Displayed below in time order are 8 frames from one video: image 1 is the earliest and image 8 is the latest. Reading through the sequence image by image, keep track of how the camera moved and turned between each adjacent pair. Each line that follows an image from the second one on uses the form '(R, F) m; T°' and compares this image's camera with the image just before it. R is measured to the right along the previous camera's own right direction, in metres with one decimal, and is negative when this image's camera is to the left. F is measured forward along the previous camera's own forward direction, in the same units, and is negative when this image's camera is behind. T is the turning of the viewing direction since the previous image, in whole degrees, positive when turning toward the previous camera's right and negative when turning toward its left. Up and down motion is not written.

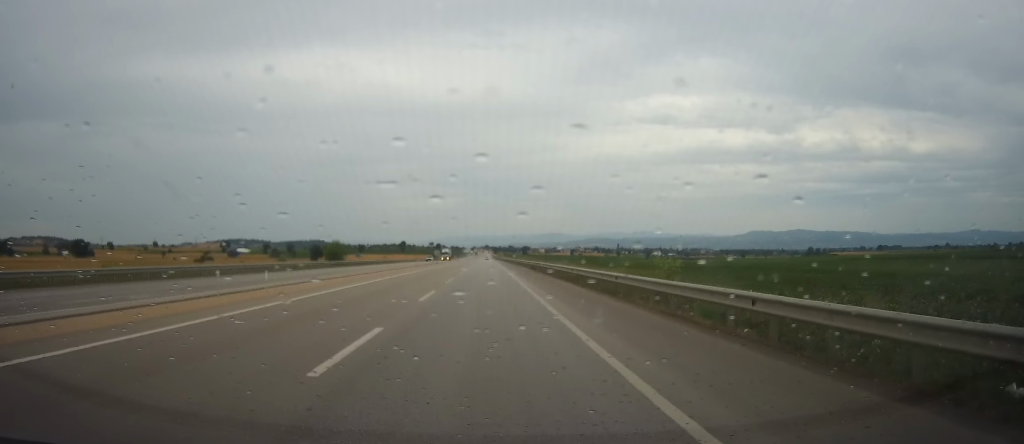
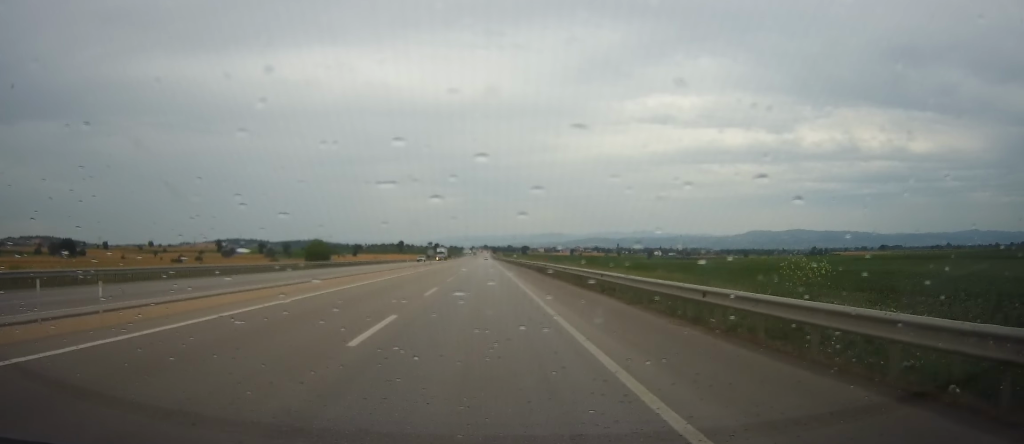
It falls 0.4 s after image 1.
(0.0, +10.0) m; 0°
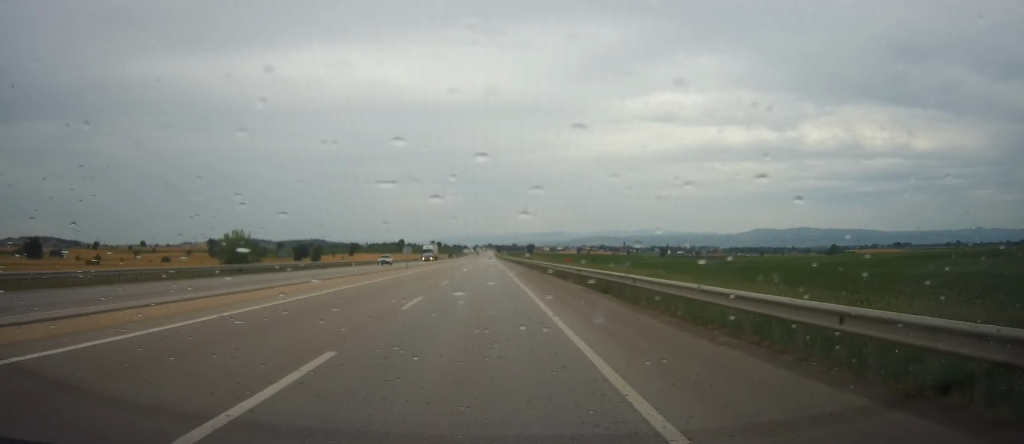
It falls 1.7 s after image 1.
(+0.3, +29.1) m; +1°
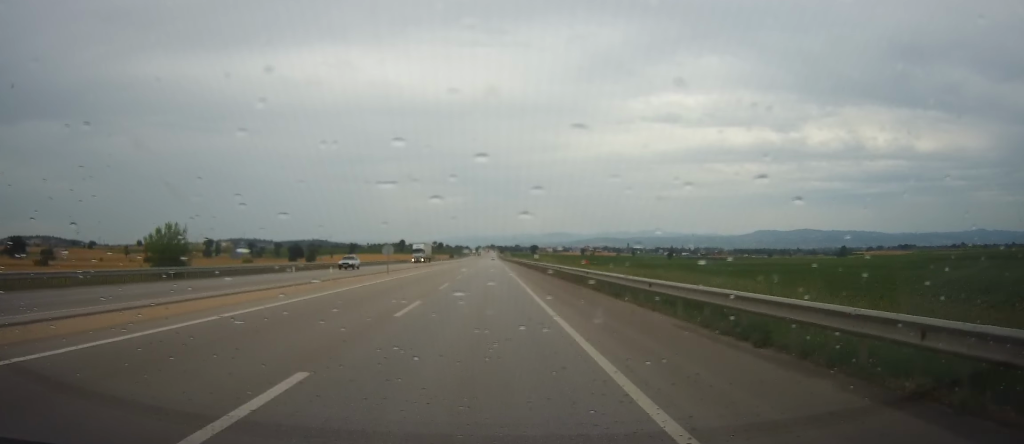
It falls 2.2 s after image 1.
(0.0, +13.5) m; 0°
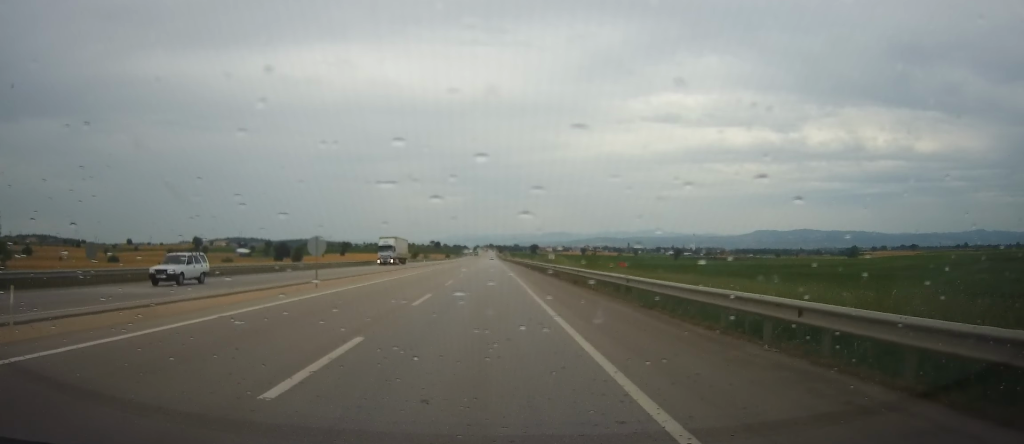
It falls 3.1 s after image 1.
(0.0, +20.7) m; 0°
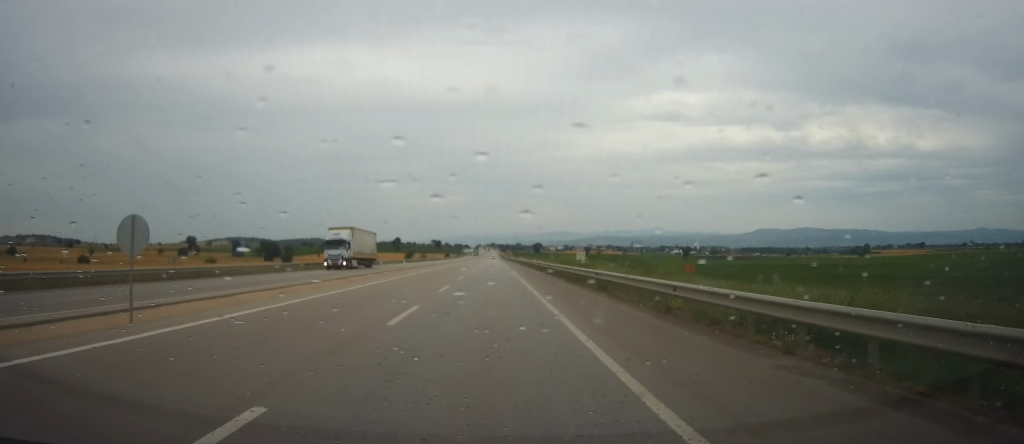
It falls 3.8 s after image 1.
(0.0, +16.6) m; 0°
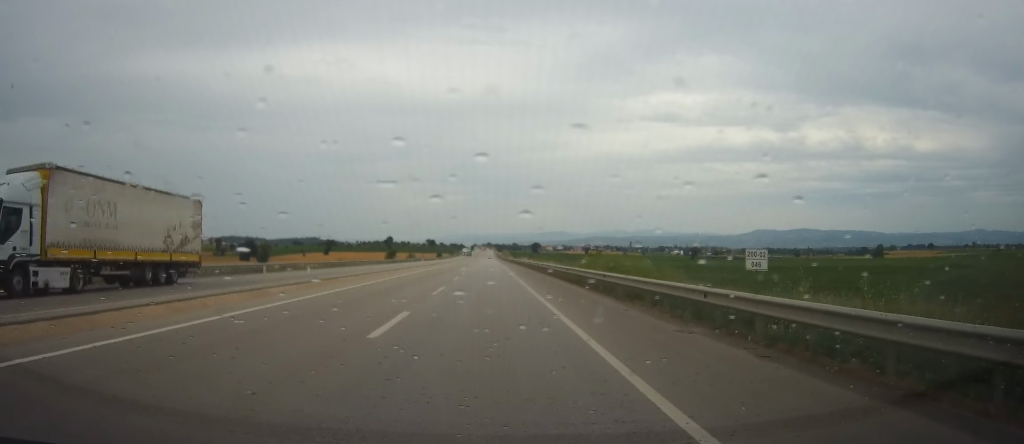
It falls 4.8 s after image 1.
(-0.2, +25.4) m; 0°
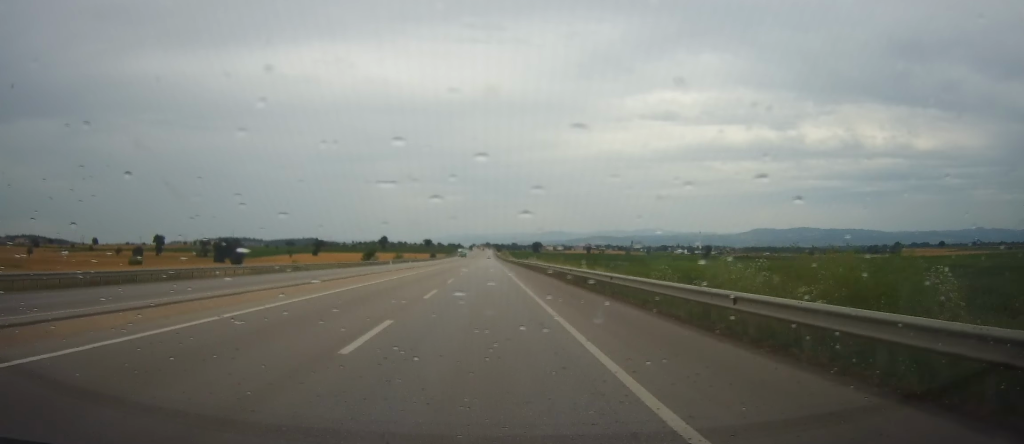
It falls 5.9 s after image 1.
(0.0, +24.9) m; 0°
